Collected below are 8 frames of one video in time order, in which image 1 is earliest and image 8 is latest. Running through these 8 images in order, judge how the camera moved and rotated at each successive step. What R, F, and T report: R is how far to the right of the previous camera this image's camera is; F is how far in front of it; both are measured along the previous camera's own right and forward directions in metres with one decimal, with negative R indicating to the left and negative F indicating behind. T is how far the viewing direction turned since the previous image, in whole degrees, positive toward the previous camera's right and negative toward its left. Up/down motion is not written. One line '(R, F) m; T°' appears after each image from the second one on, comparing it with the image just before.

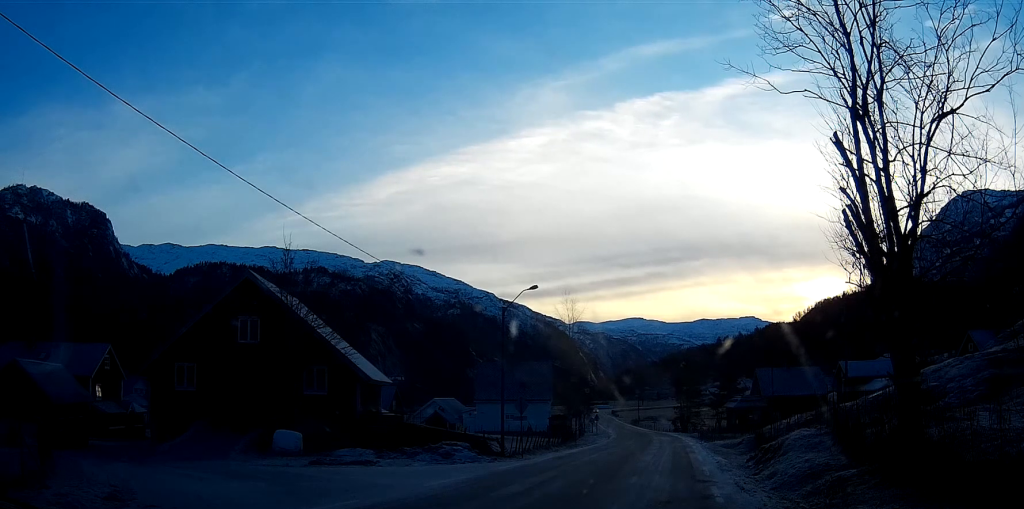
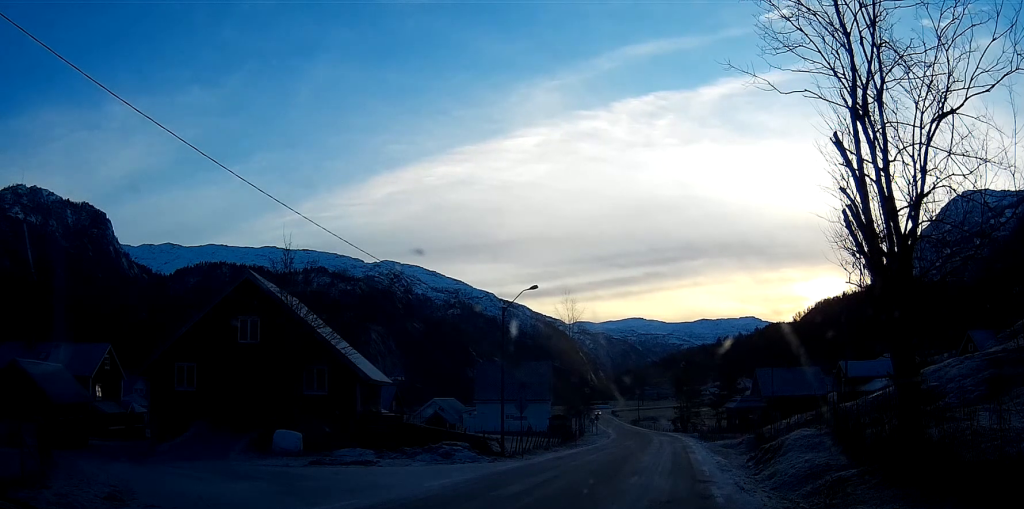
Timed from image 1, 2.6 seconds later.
(-0.2, +0.3) m; 0°
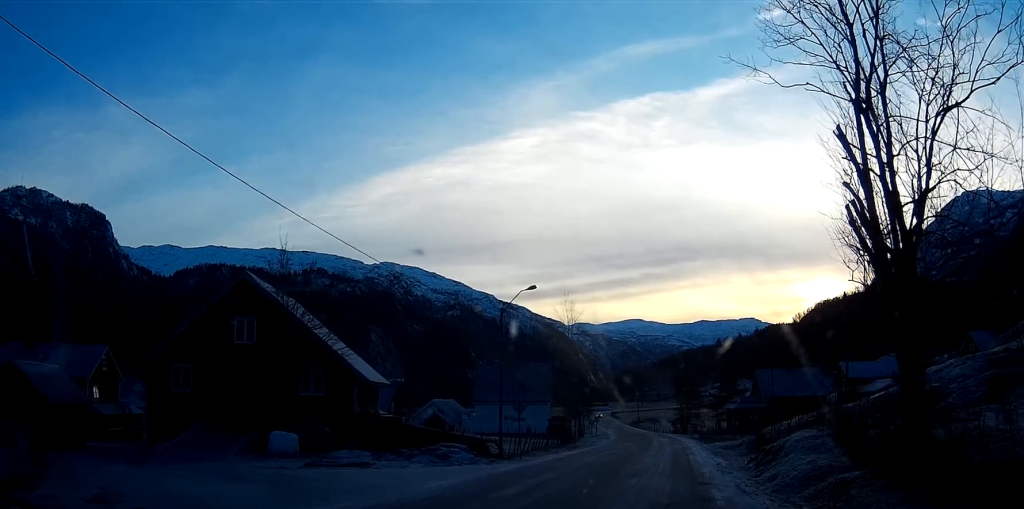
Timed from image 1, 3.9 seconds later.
(0.0, +0.5) m; 0°
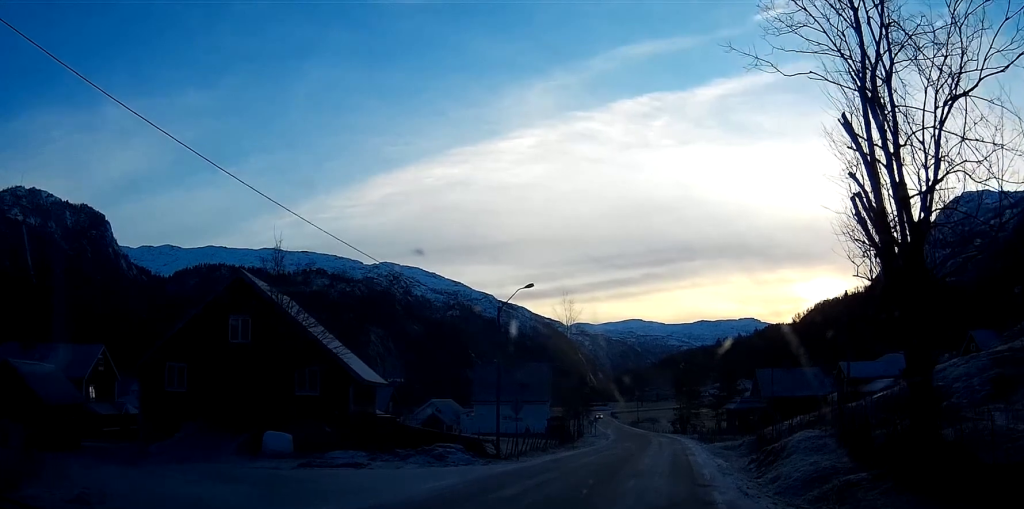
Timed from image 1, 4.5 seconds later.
(0.0, +0.4) m; 0°
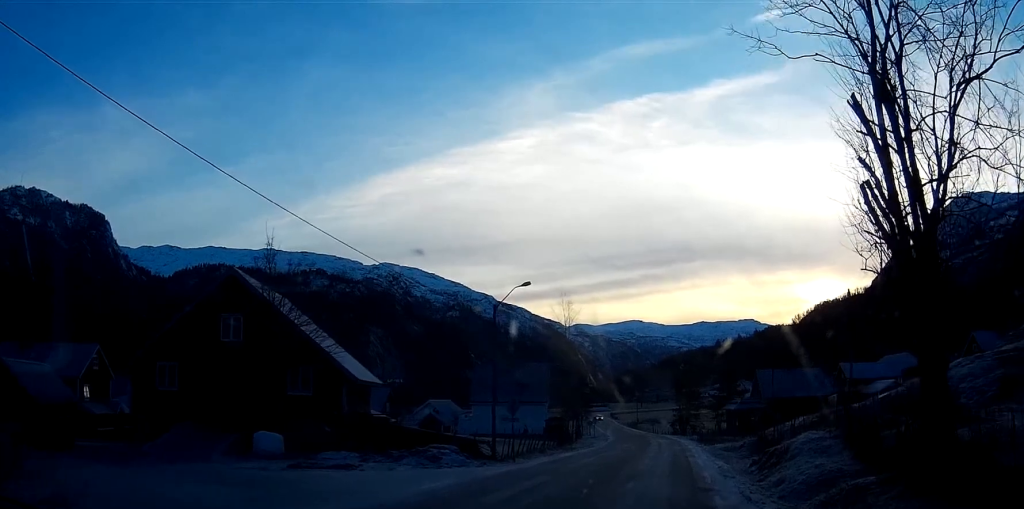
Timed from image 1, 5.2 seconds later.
(0.0, +0.7) m; -2°
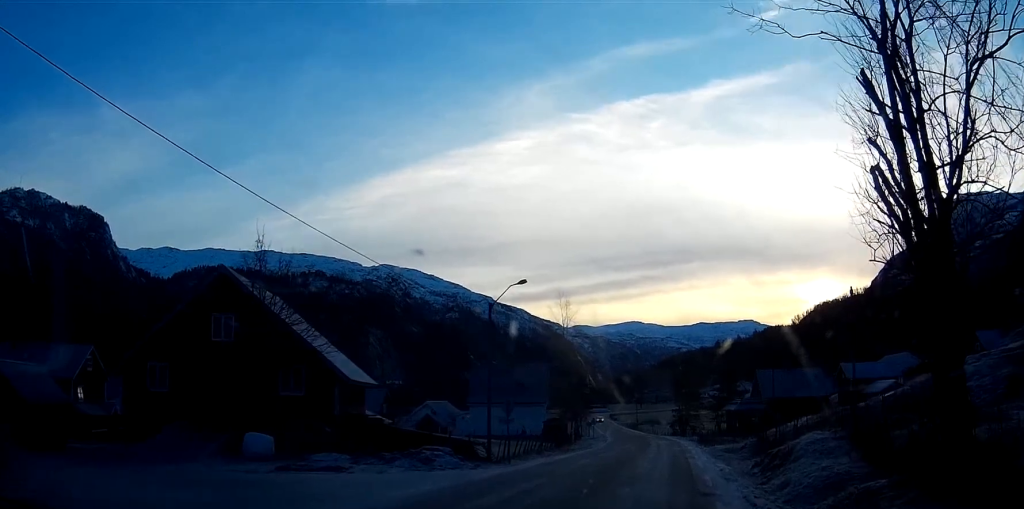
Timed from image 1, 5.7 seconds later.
(0.0, +0.6) m; -2°
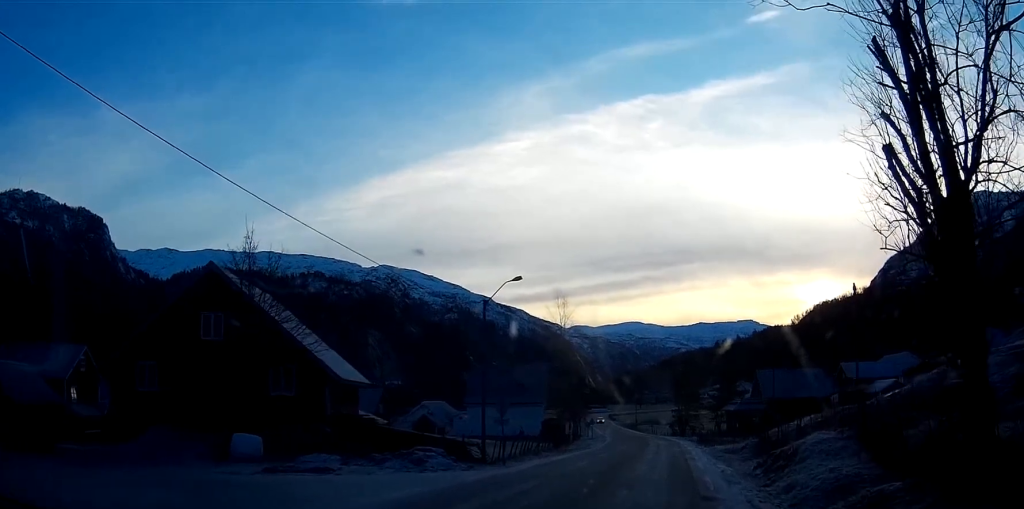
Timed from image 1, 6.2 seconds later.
(-0.1, +0.9) m; -2°
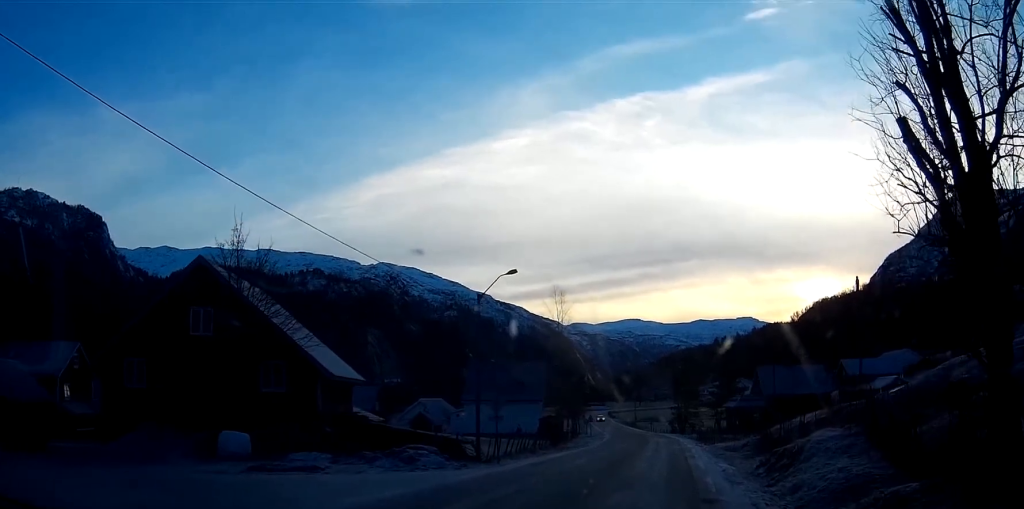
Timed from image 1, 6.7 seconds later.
(0.0, +0.8) m; -2°
